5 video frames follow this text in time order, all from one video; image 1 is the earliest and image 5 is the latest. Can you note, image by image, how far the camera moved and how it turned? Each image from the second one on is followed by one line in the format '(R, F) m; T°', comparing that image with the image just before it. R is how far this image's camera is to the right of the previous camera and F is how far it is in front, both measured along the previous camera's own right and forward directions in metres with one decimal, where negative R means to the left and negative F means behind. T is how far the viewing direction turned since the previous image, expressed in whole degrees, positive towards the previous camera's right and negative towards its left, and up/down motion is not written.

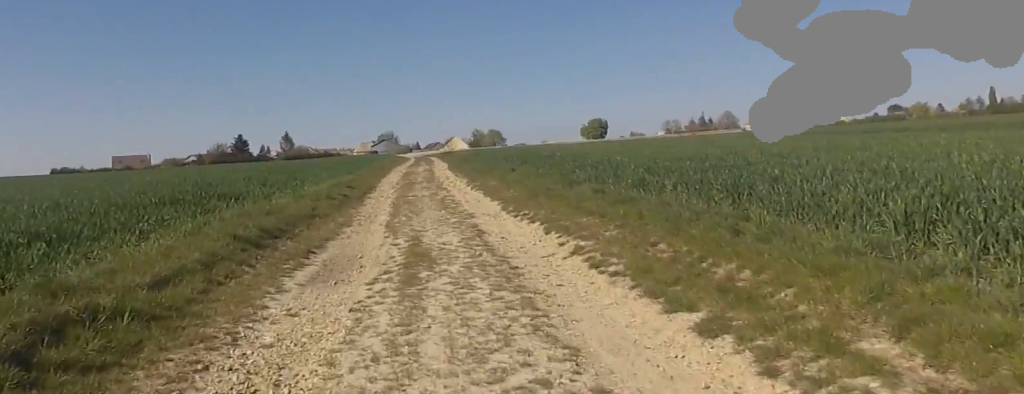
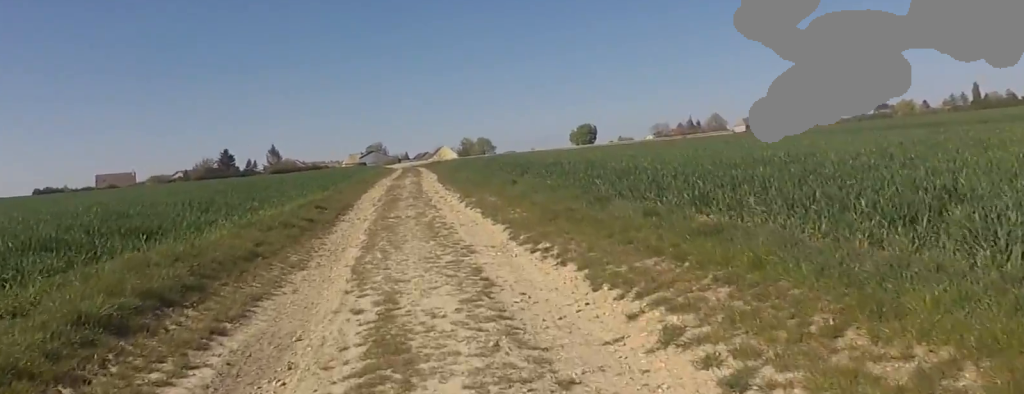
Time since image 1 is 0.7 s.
(-0.2, +3.1) m; 0°
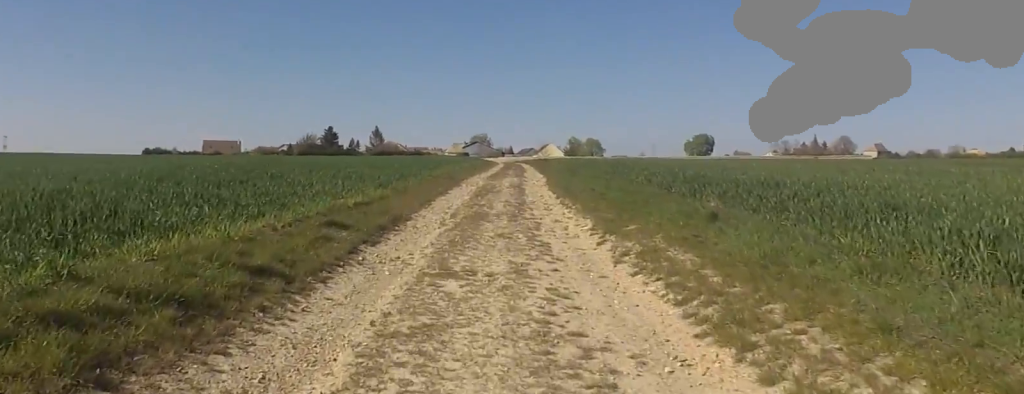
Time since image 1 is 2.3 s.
(+0.2, +7.9) m; 0°
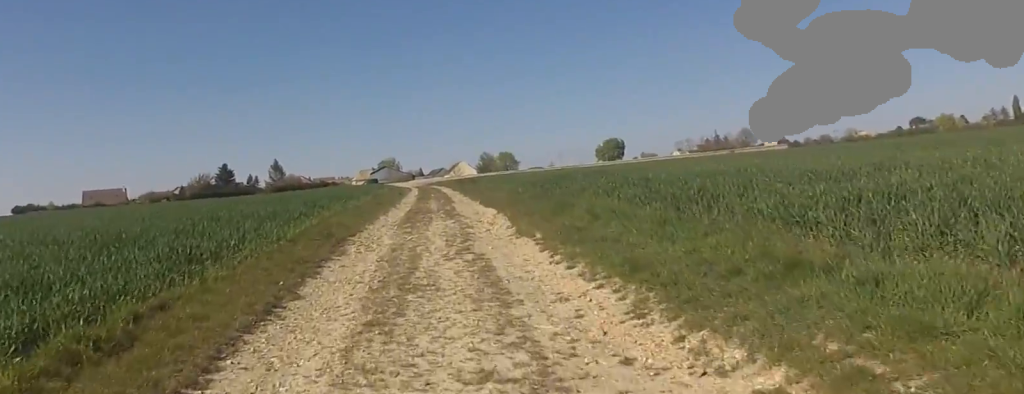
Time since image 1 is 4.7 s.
(-0.1, +11.2) m; +2°
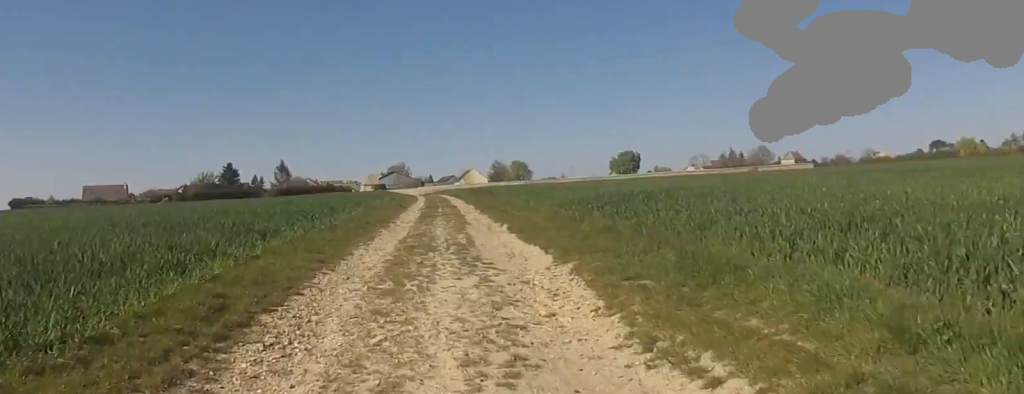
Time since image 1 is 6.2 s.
(+0.4, +6.3) m; -3°
